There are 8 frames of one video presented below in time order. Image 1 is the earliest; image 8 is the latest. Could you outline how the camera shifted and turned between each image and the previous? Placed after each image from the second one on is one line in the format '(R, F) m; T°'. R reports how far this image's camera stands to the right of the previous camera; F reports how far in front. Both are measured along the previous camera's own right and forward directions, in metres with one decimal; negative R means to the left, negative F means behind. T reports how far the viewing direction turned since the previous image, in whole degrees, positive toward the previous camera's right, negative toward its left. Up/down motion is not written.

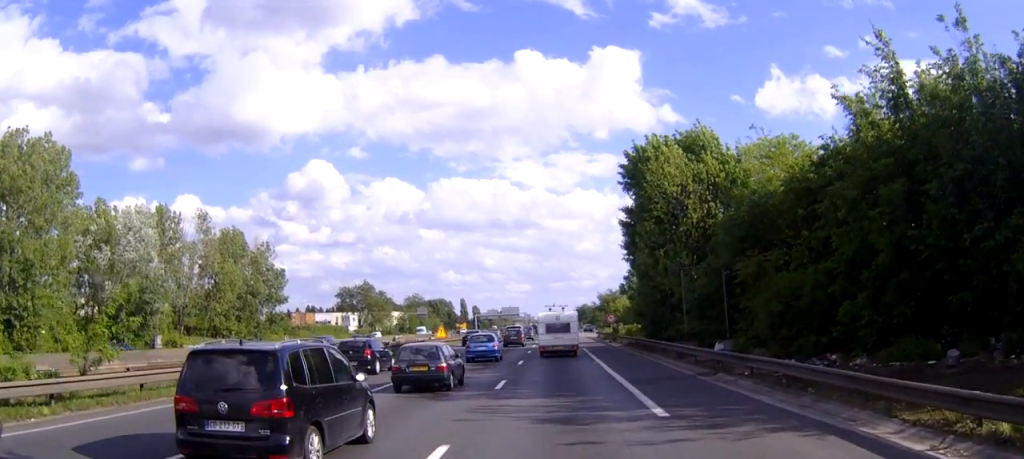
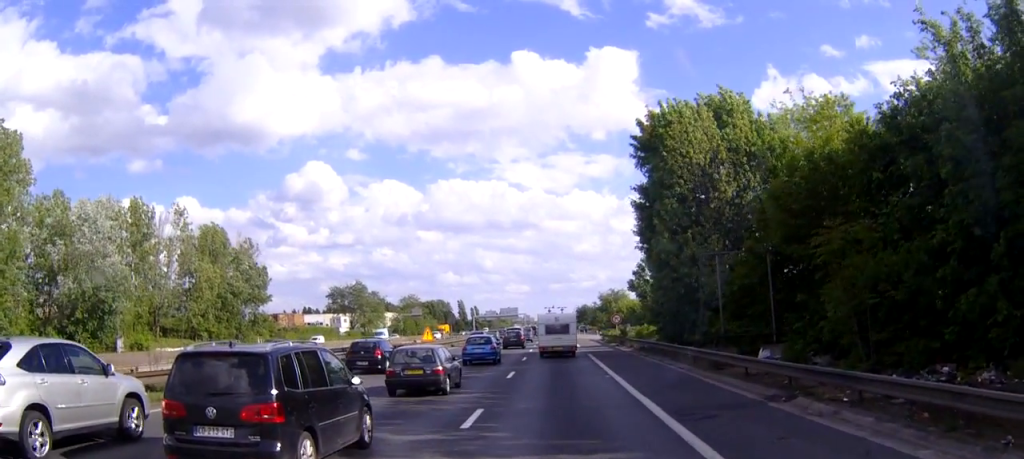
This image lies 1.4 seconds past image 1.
(0.0, +7.9) m; 0°
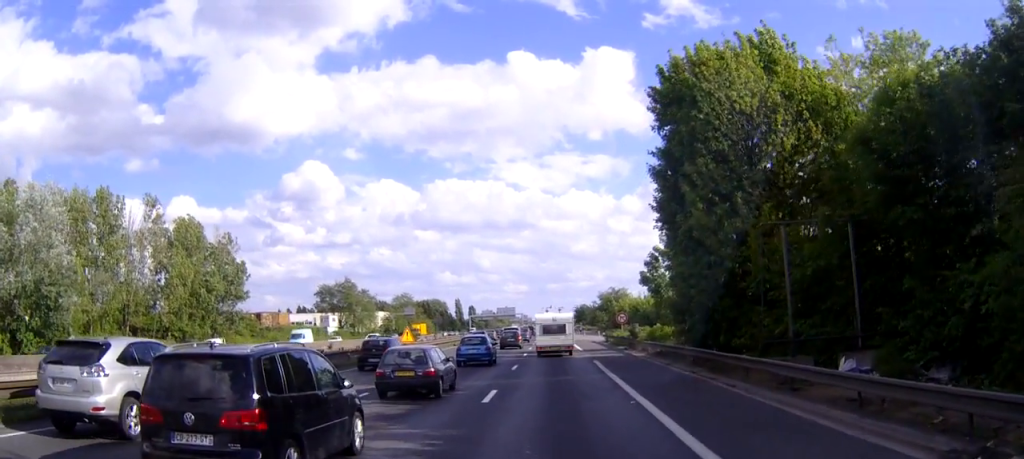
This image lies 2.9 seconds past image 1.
(0.0, +8.3) m; 0°
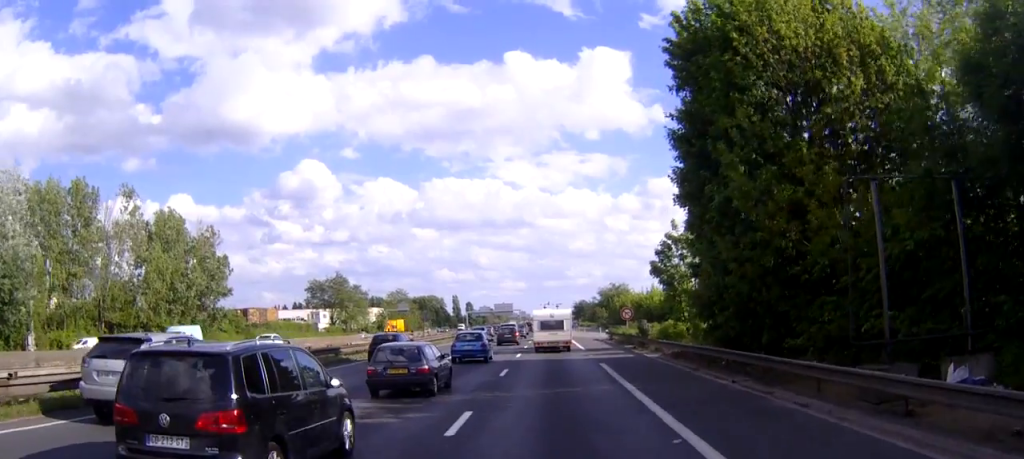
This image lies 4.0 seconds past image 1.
(-0.1, +5.9) m; 0°
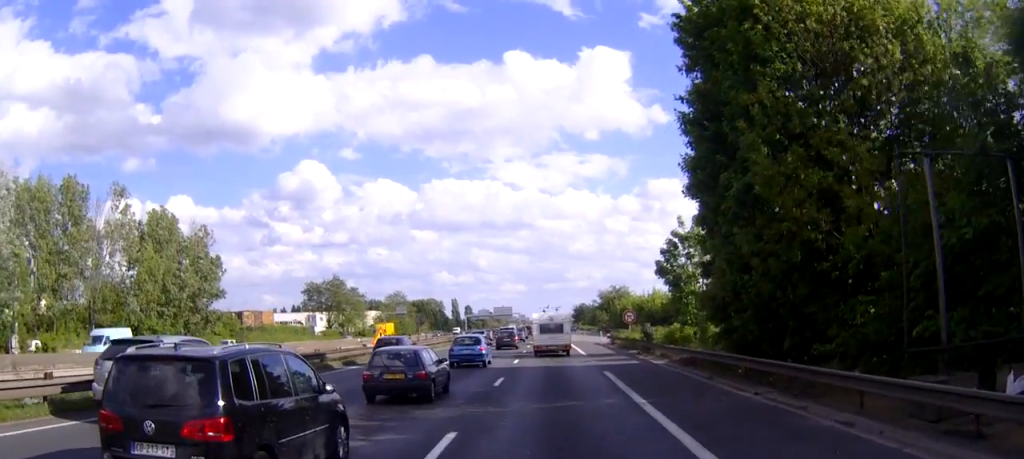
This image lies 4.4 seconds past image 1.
(0.0, +2.3) m; 0°
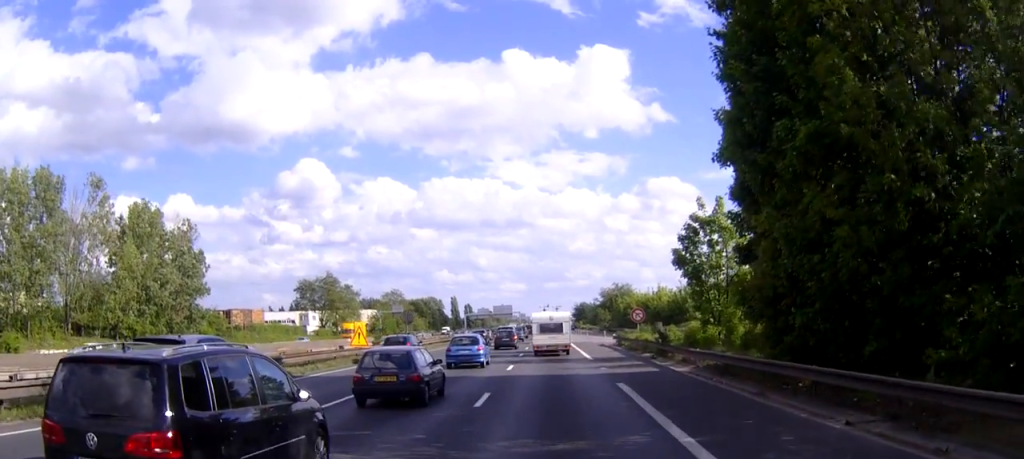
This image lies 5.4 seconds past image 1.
(0.0, +5.6) m; 0°
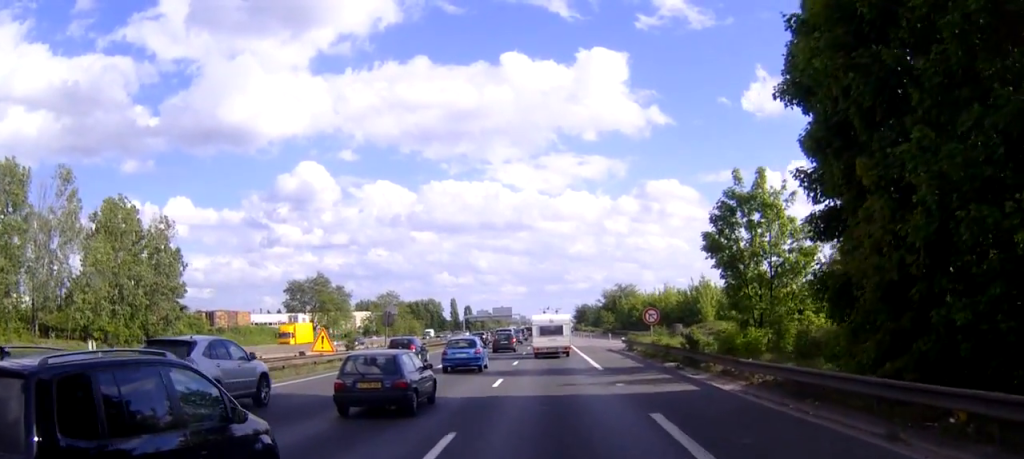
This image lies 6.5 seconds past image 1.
(0.0, +7.0) m; +1°
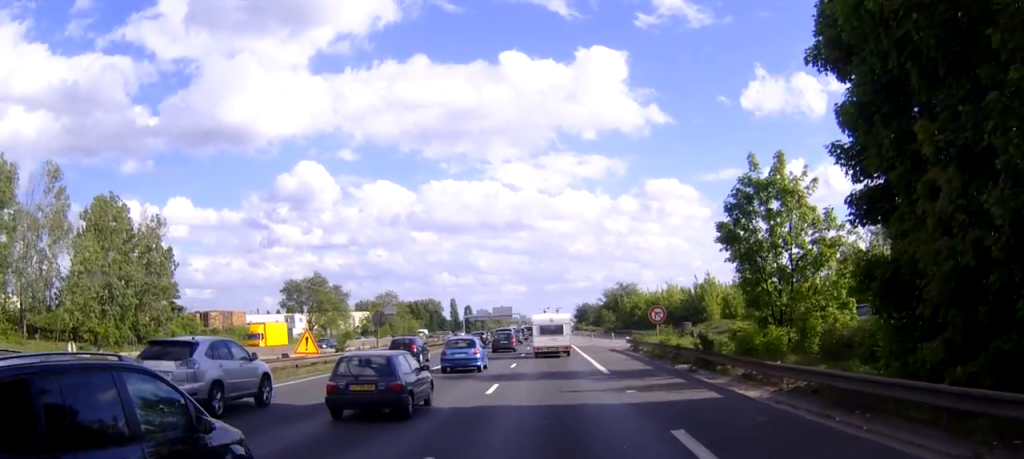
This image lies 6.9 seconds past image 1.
(0.0, +2.4) m; +1°
